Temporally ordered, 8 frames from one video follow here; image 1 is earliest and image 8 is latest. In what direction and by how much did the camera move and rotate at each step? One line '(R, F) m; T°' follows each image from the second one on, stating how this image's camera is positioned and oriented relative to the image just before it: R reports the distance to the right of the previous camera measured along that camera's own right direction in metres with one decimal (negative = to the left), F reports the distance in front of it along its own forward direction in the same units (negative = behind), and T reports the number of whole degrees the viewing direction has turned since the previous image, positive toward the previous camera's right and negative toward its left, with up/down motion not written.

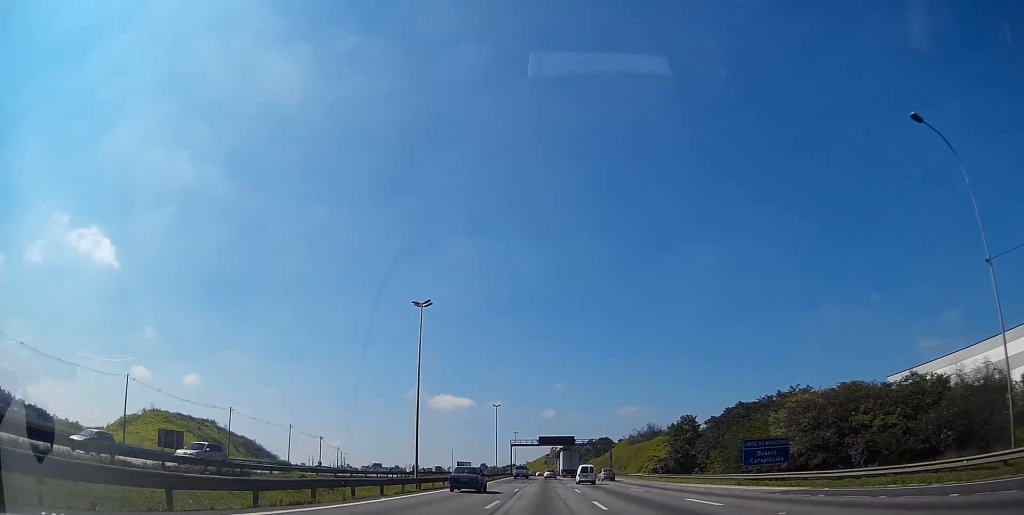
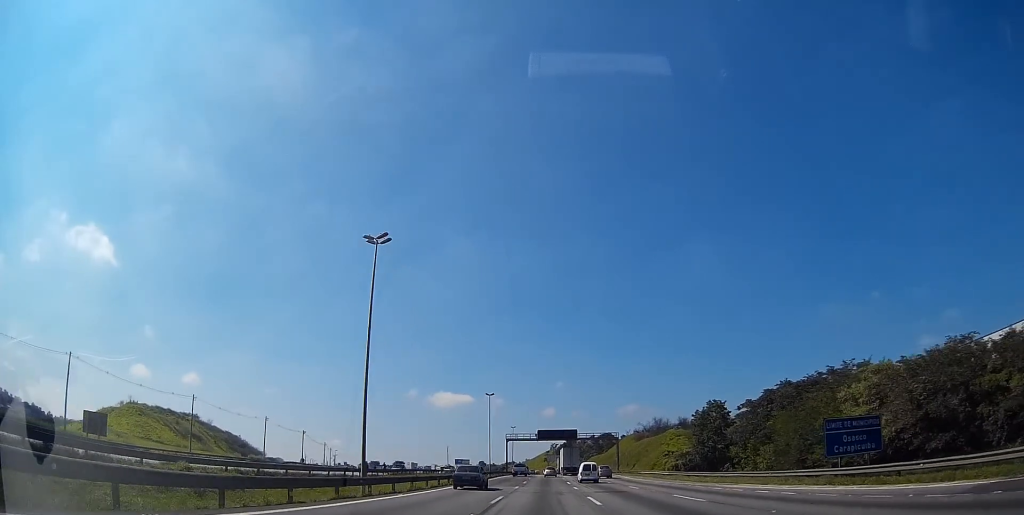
(0.0, +13.6) m; 0°
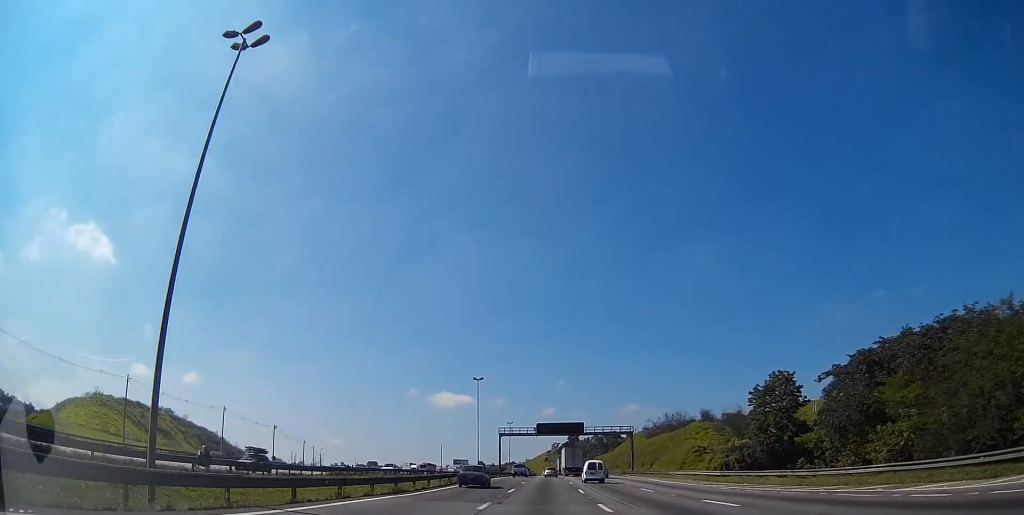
(+0.1, +19.6) m; 0°
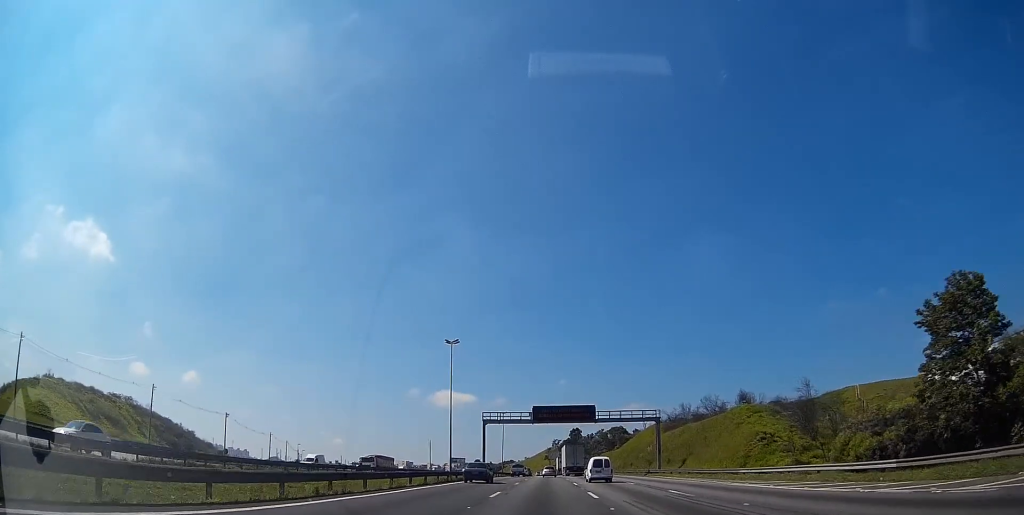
(0.0, +24.6) m; 0°
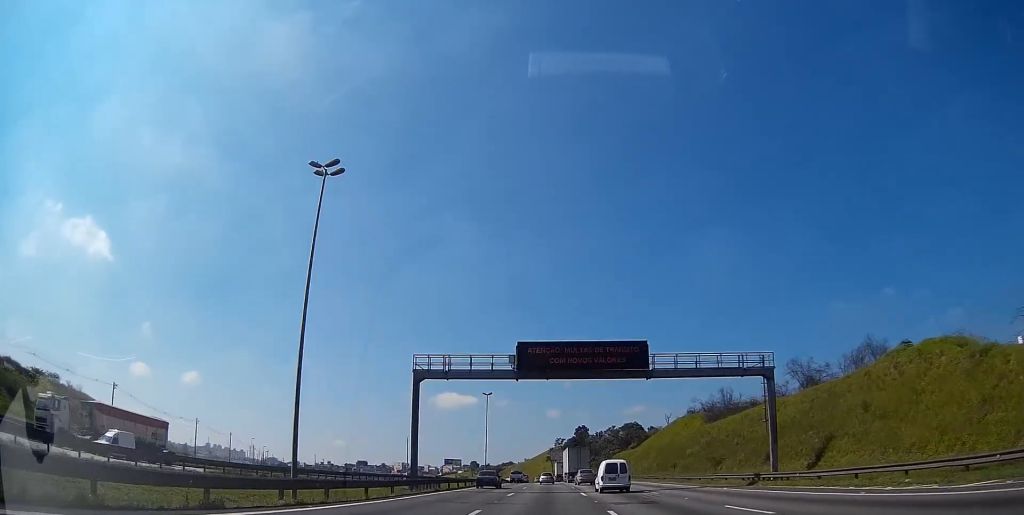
(-0.2, +39.0) m; 0°
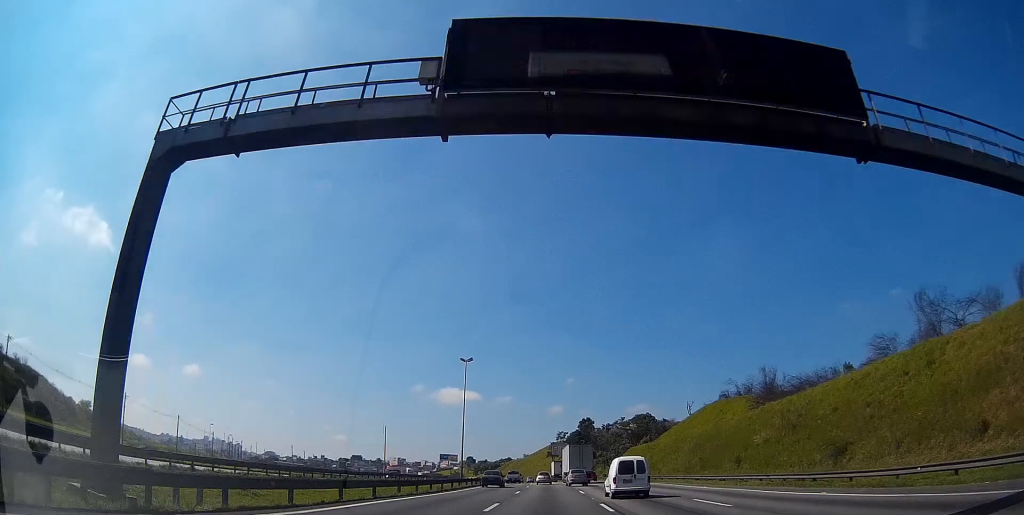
(+0.2, +25.7) m; 0°
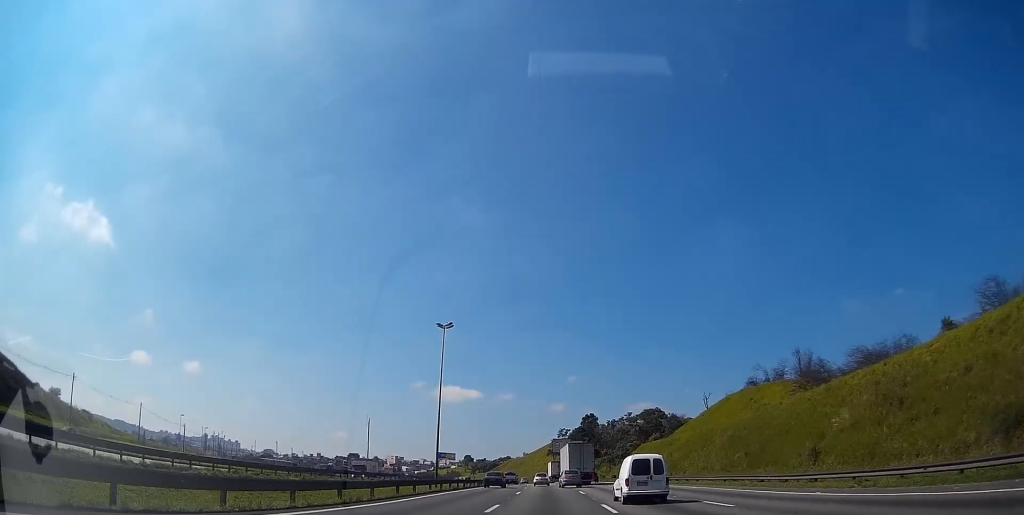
(0.0, +15.0) m; 0°
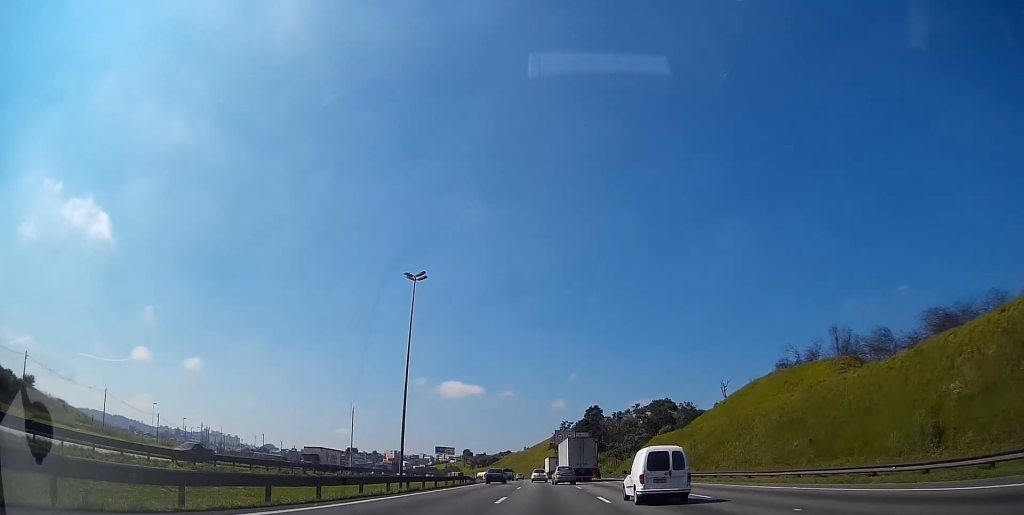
(-0.1, +12.7) m; 0°
